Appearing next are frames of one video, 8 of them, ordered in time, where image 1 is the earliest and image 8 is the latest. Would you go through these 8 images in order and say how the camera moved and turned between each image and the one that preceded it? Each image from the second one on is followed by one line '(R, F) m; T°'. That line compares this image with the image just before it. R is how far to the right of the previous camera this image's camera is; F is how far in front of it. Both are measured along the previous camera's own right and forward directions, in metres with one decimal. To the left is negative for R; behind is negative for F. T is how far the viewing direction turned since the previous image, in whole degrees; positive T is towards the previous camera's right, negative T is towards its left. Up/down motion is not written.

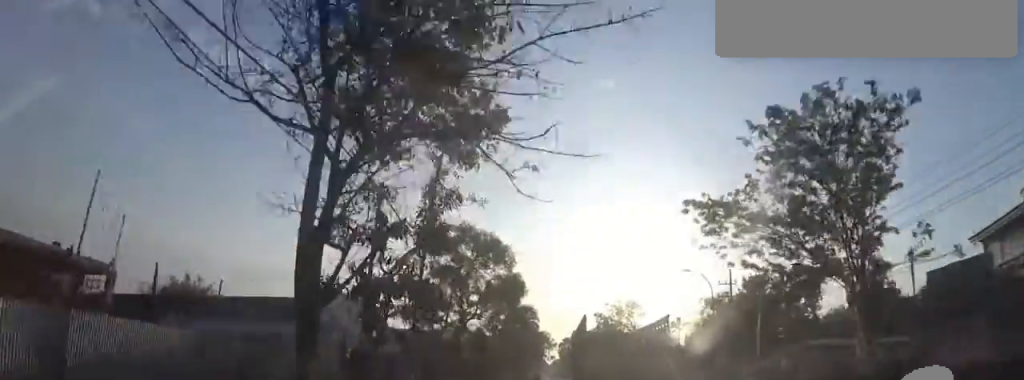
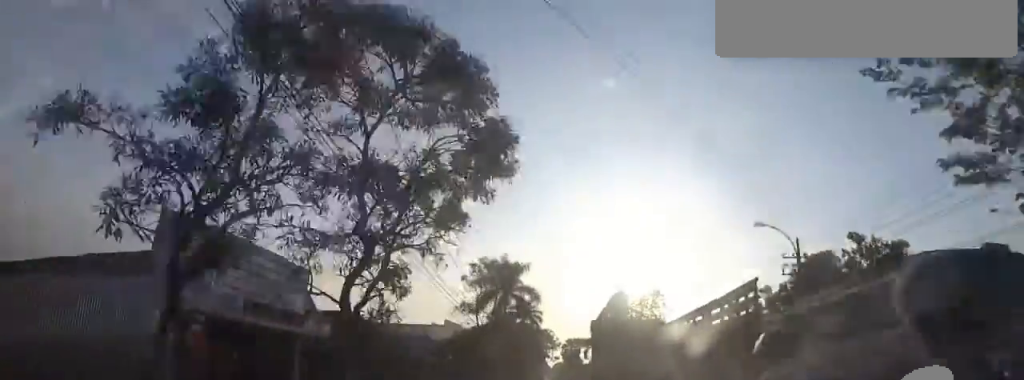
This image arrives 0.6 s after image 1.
(+0.1, +11.7) m; +1°
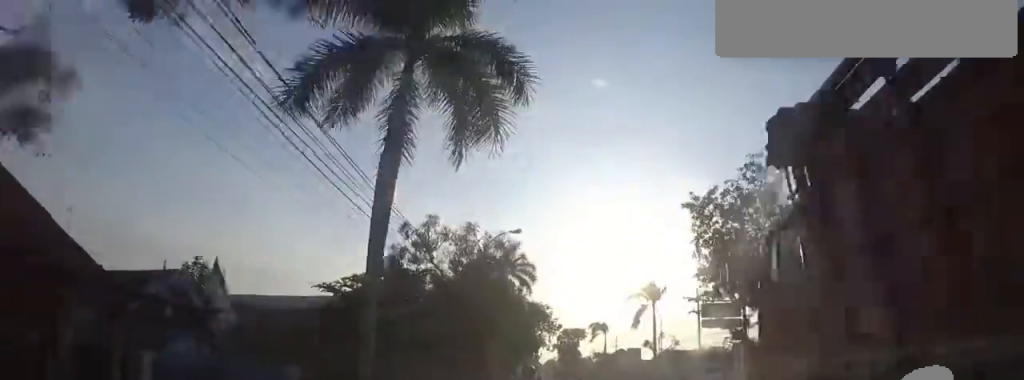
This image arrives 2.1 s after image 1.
(+0.7, +27.7) m; 0°
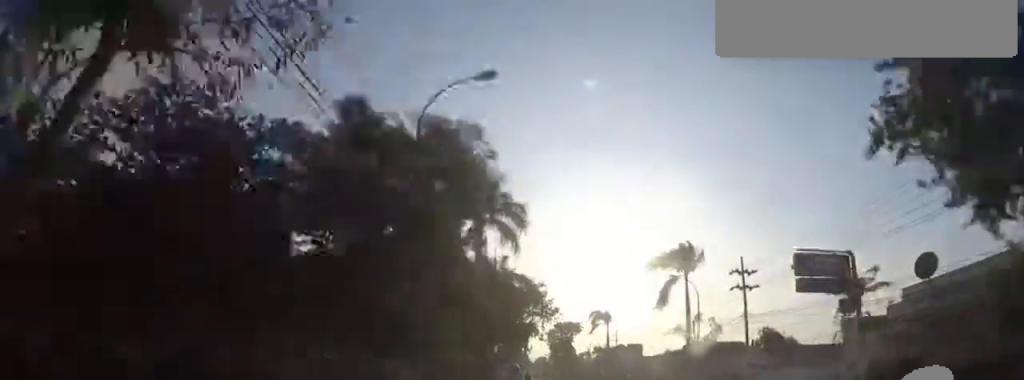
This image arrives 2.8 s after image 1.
(-0.2, +14.5) m; -2°
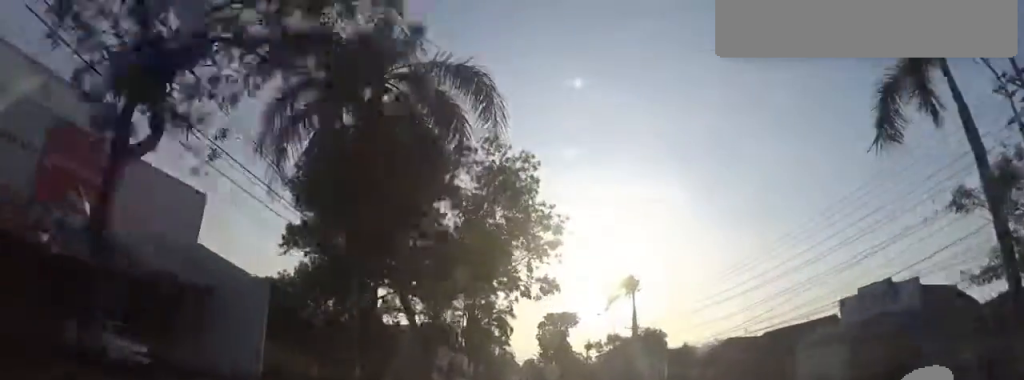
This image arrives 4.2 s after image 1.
(-0.6, +28.3) m; +2°
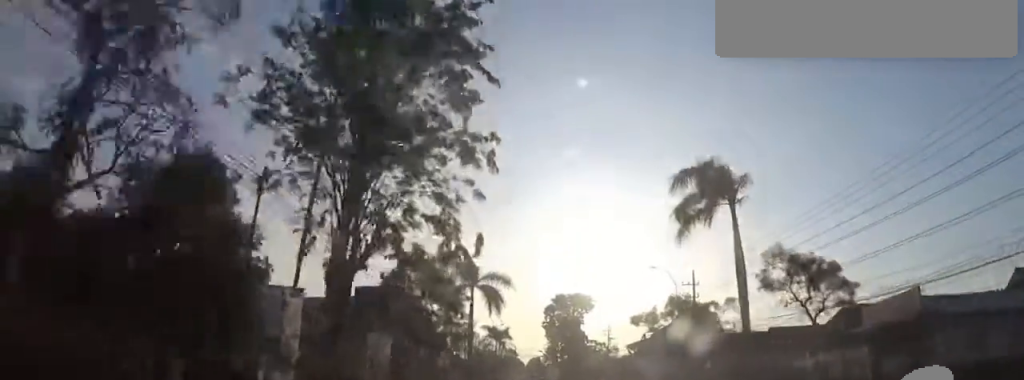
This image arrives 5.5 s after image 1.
(+1.5, +24.0) m; 0°
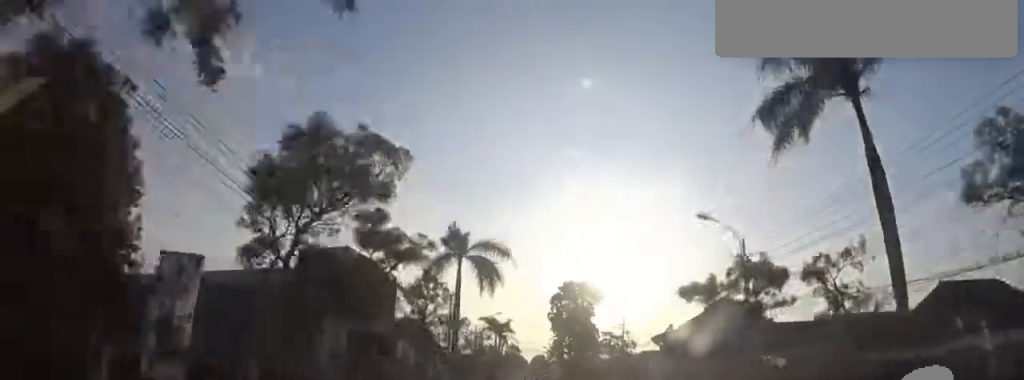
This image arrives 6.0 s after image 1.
(-0.8, +10.7) m; -2°
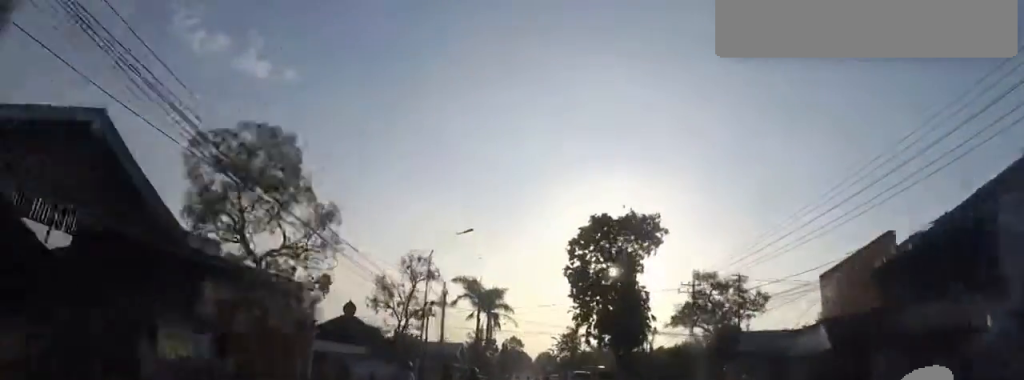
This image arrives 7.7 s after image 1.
(-1.1, +33.6) m; -2°
